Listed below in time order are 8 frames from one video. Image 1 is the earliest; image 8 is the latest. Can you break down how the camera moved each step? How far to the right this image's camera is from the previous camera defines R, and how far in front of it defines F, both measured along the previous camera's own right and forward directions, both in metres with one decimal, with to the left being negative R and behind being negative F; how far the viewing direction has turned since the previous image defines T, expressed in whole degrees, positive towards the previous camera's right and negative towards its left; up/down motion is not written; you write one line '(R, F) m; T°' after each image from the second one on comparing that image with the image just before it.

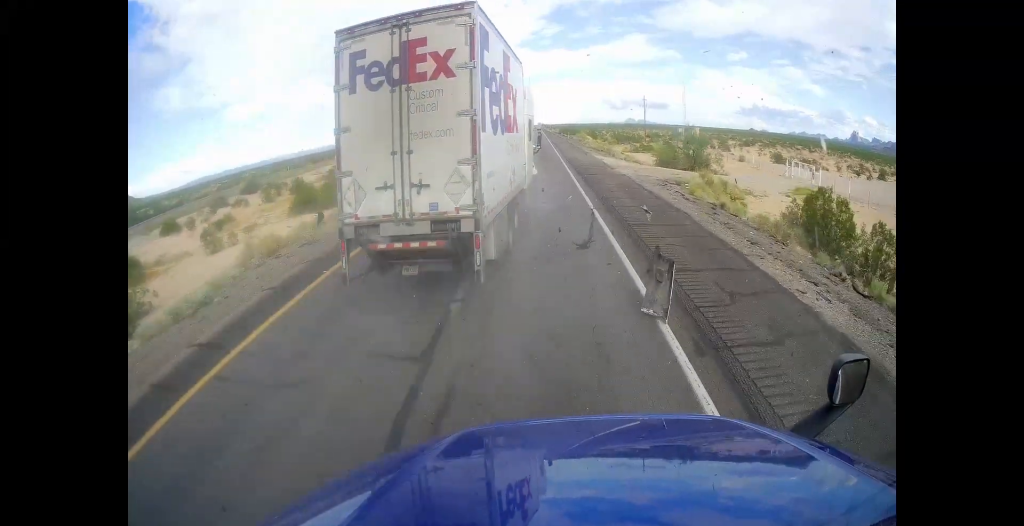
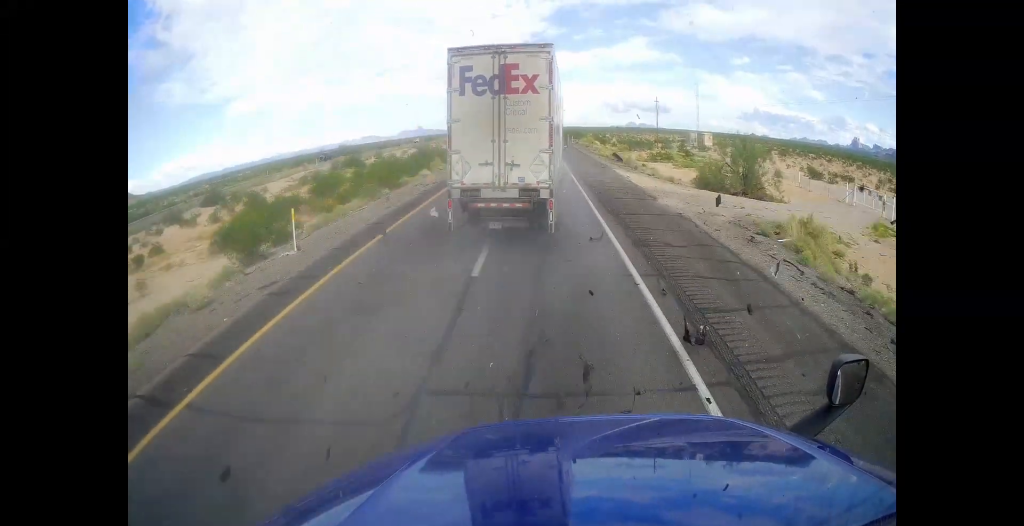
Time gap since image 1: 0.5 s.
(-0.1, +12.4) m; 0°
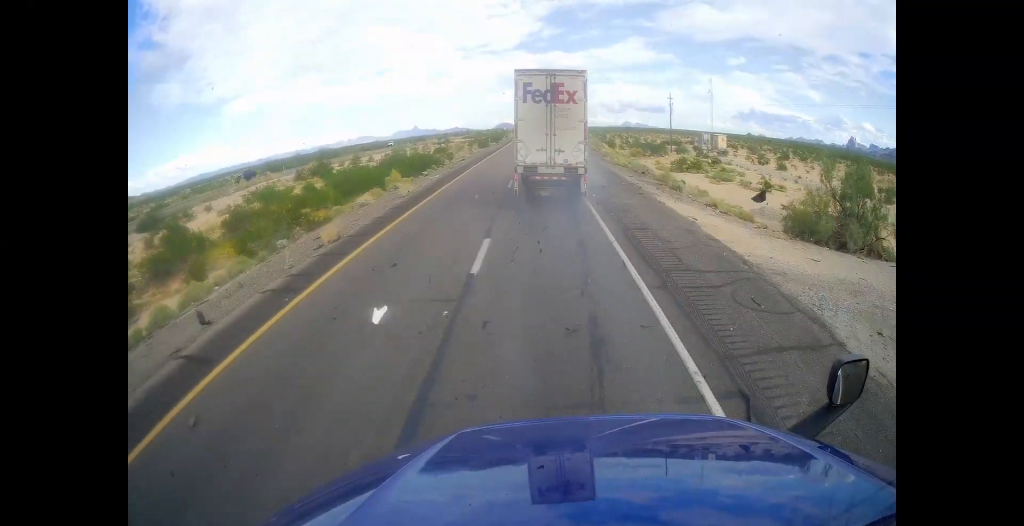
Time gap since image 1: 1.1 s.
(0.0, +15.7) m; 0°
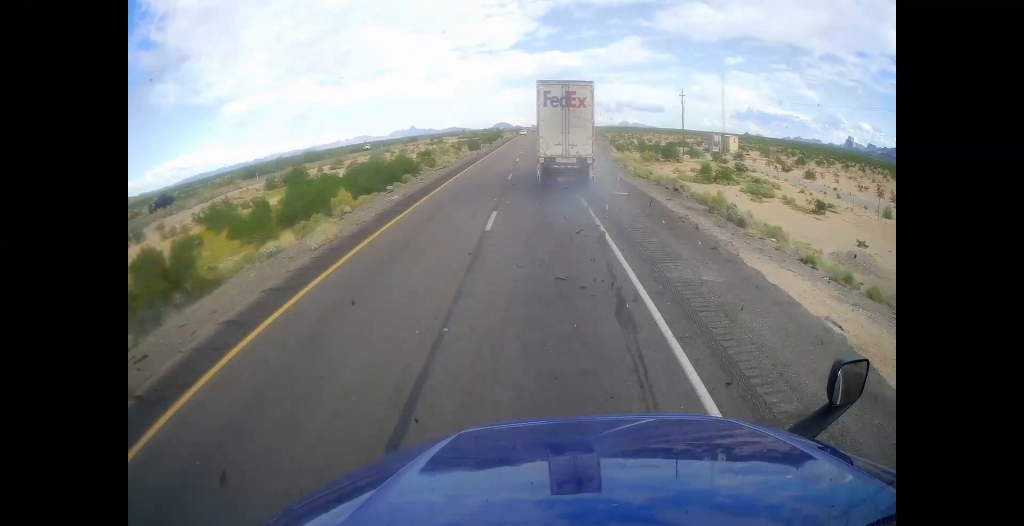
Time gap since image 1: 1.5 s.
(0.0, +10.2) m; 0°
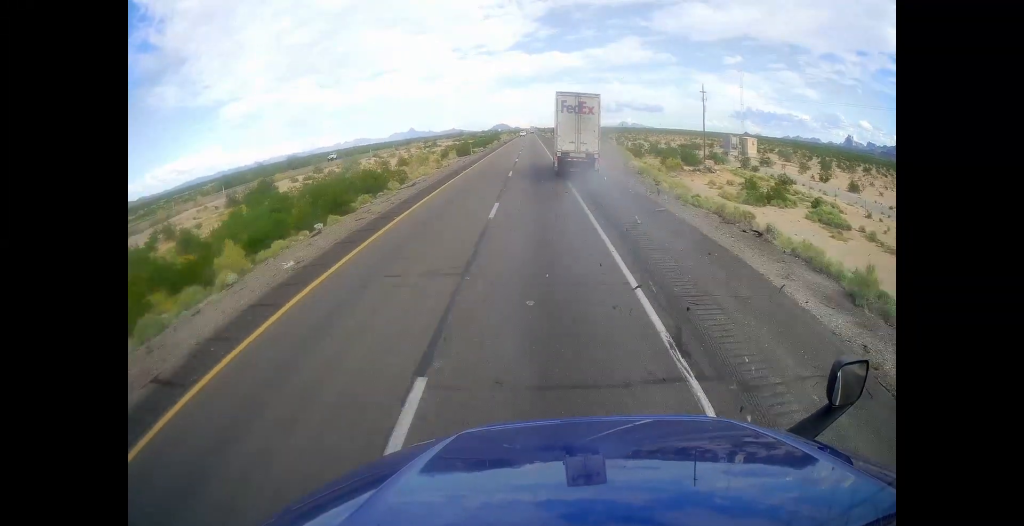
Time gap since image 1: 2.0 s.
(-0.2, +12.3) m; +1°
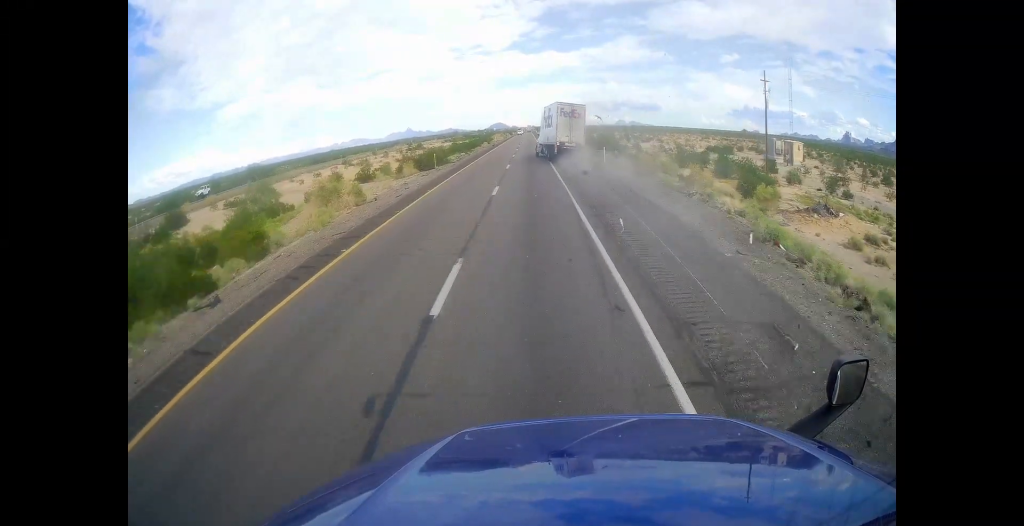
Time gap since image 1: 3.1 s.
(+0.5, +23.0) m; +1°
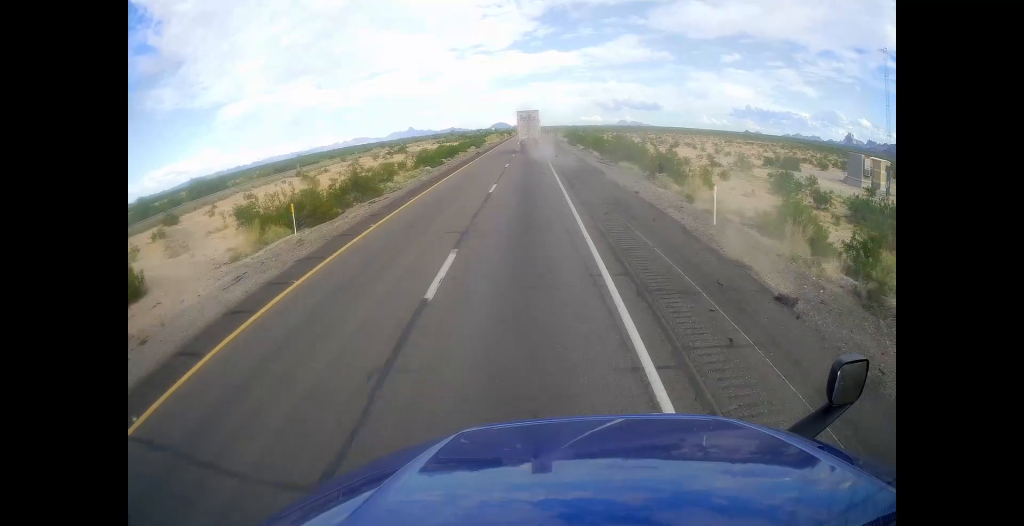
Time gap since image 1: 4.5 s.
(-0.1, +27.3) m; 0°
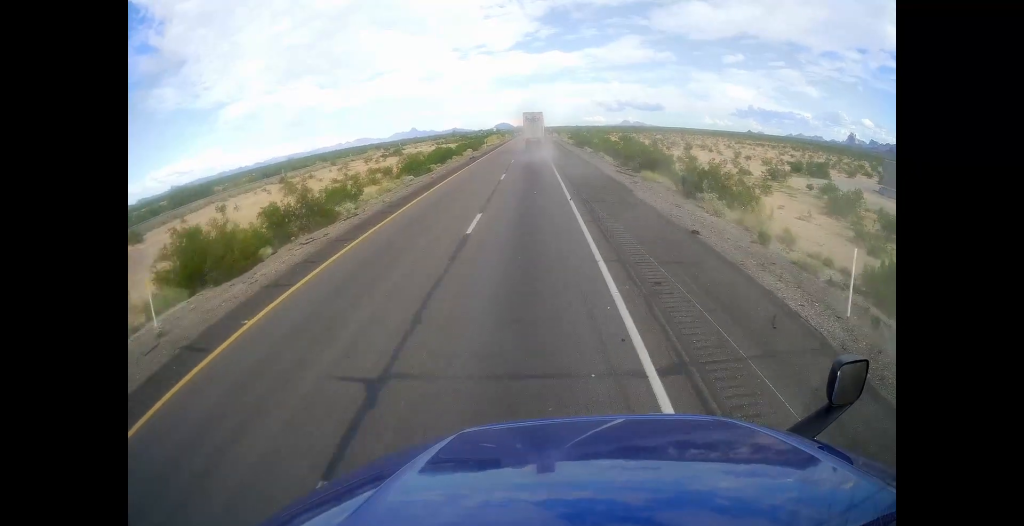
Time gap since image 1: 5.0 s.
(+0.3, +8.4) m; -1°
